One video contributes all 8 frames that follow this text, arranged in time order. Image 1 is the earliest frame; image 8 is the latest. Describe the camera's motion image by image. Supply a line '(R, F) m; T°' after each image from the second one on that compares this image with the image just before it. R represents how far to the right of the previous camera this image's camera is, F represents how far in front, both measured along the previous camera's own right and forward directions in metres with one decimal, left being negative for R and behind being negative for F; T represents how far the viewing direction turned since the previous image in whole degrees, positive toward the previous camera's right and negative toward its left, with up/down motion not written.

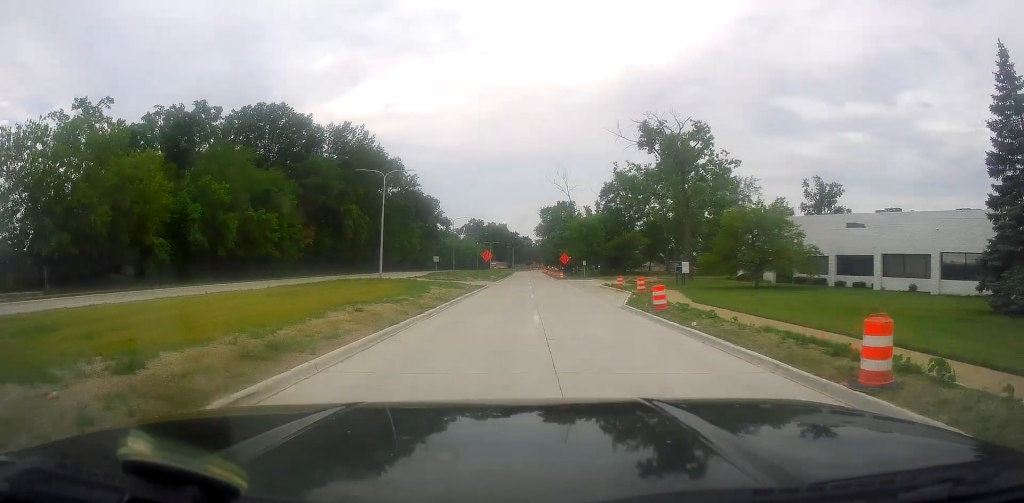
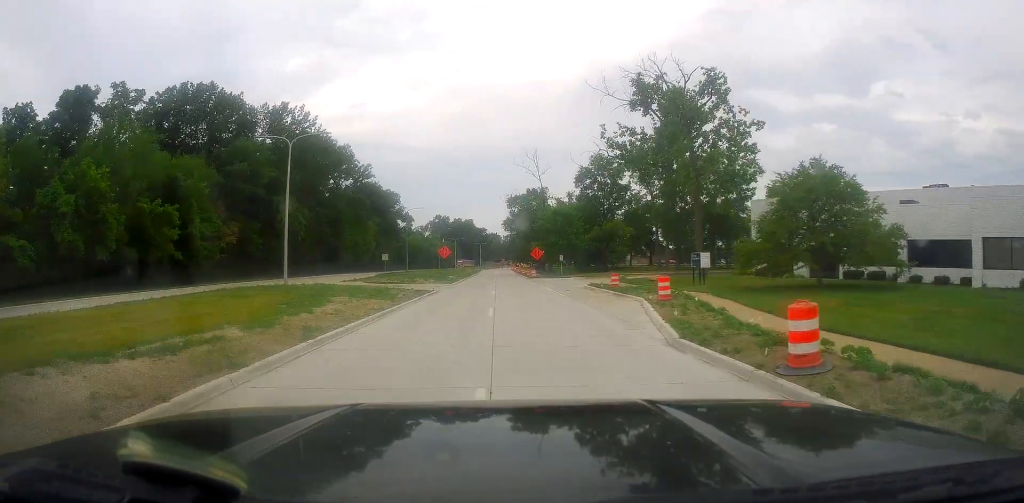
(-0.4, +12.9) m; +2°
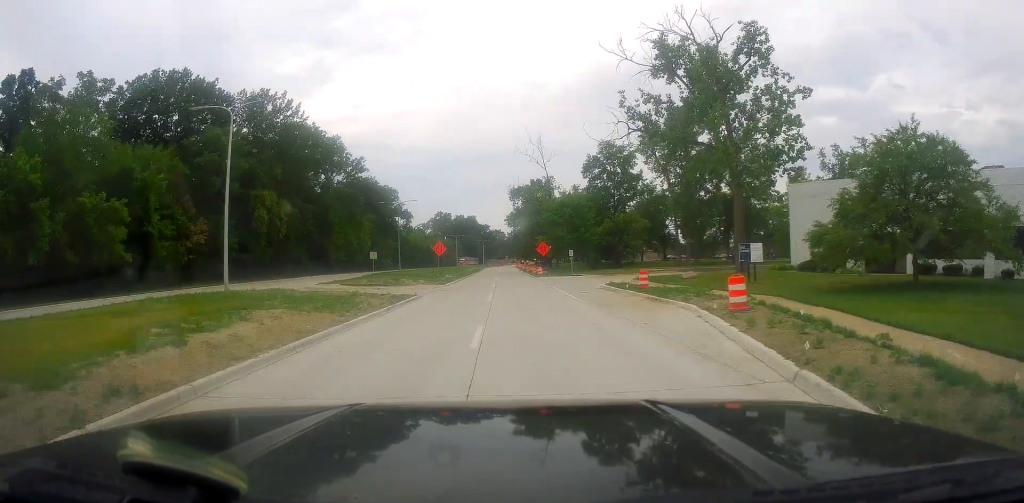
(+0.3, +7.5) m; +2°
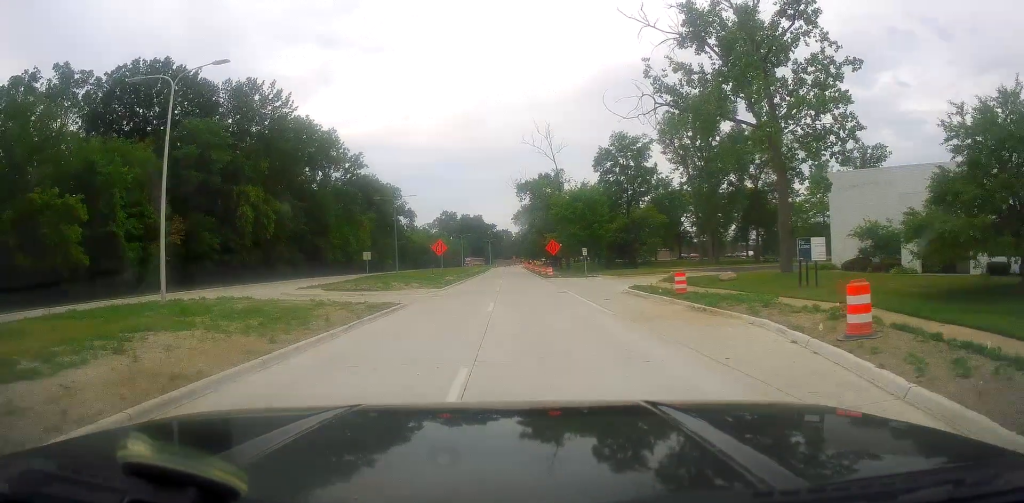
(+0.8, +5.9) m; -1°
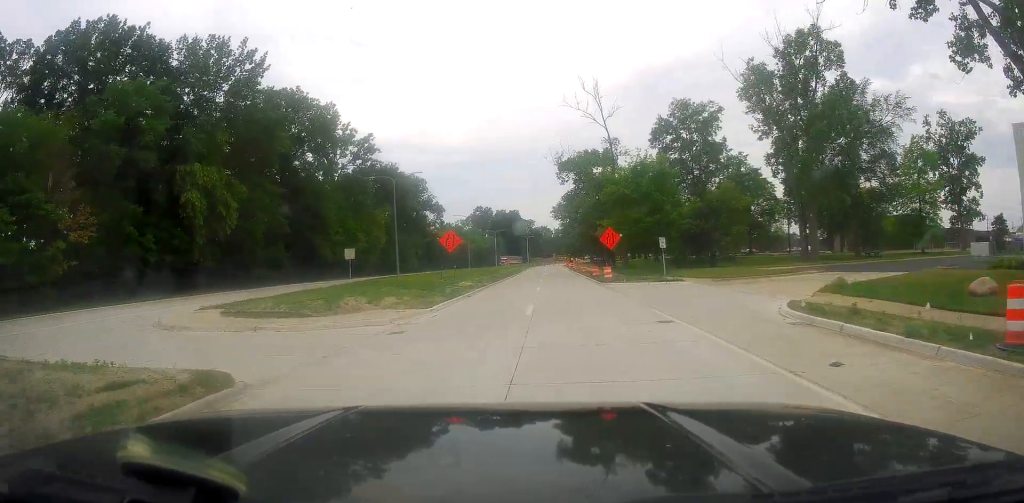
(-1.6, +18.7) m; -2°
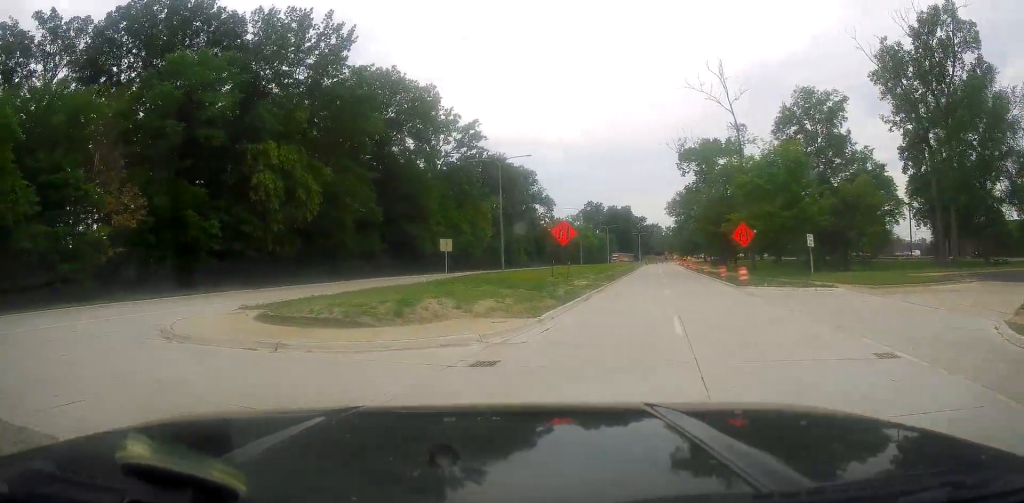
(+0.1, +6.5) m; -10°
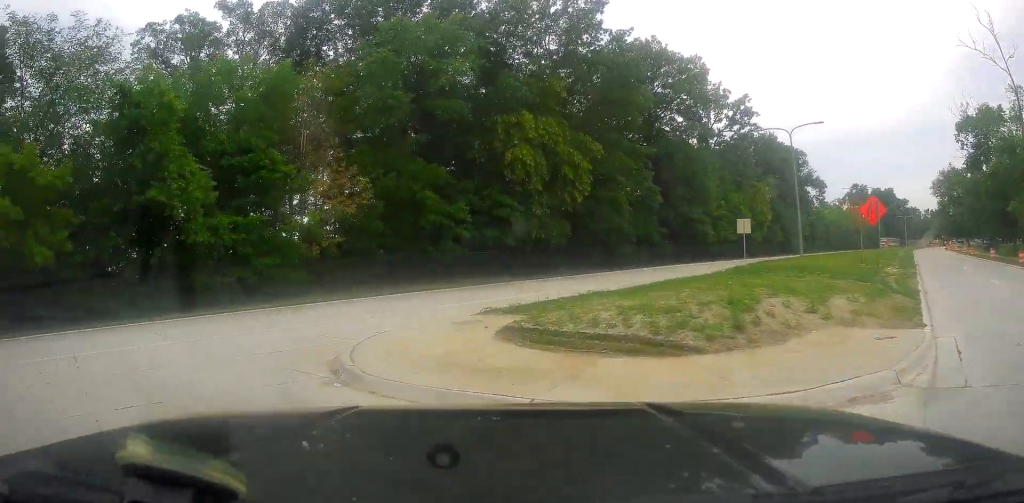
(-1.7, +6.4) m; -29°
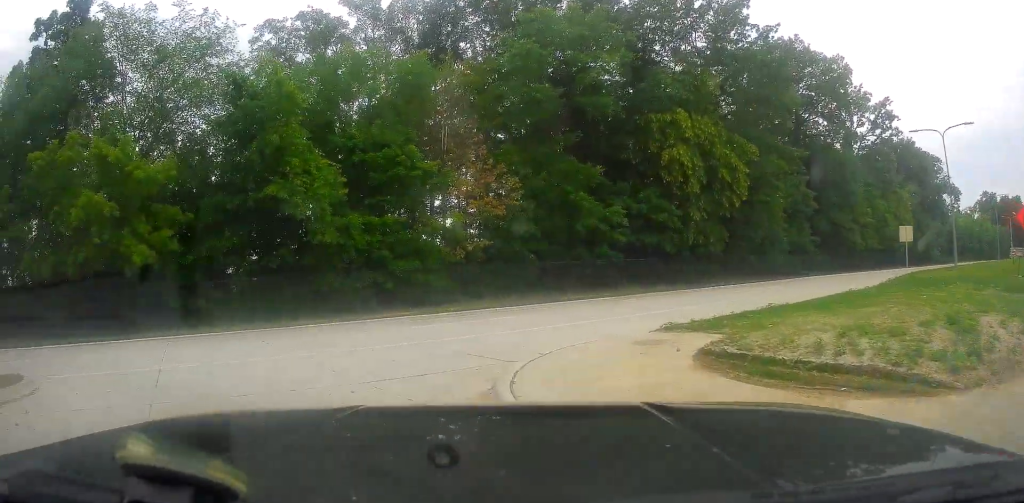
(-0.3, +2.5) m; -12°
